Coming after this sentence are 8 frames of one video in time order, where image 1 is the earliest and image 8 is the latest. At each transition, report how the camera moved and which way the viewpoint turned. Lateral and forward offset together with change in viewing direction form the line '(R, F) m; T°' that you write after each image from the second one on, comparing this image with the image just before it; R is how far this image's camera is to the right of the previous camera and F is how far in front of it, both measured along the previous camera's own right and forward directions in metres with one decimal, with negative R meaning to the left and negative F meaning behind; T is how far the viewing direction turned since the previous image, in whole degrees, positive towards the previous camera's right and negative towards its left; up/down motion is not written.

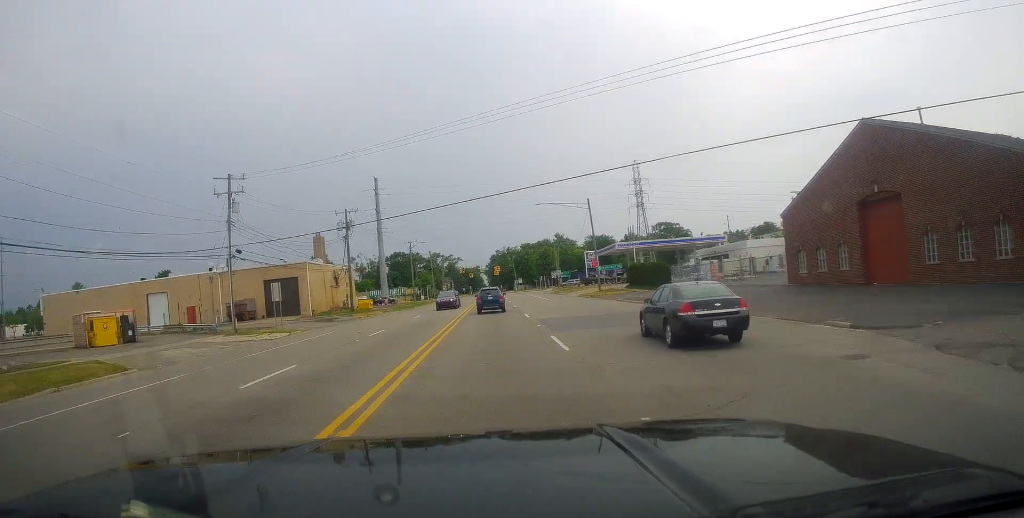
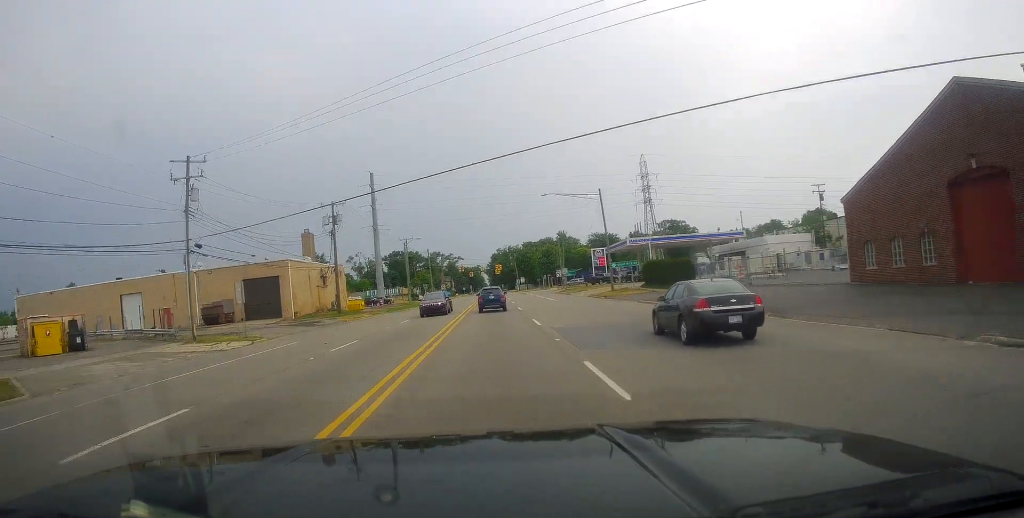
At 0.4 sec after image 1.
(-0.1, +6.3) m; 0°
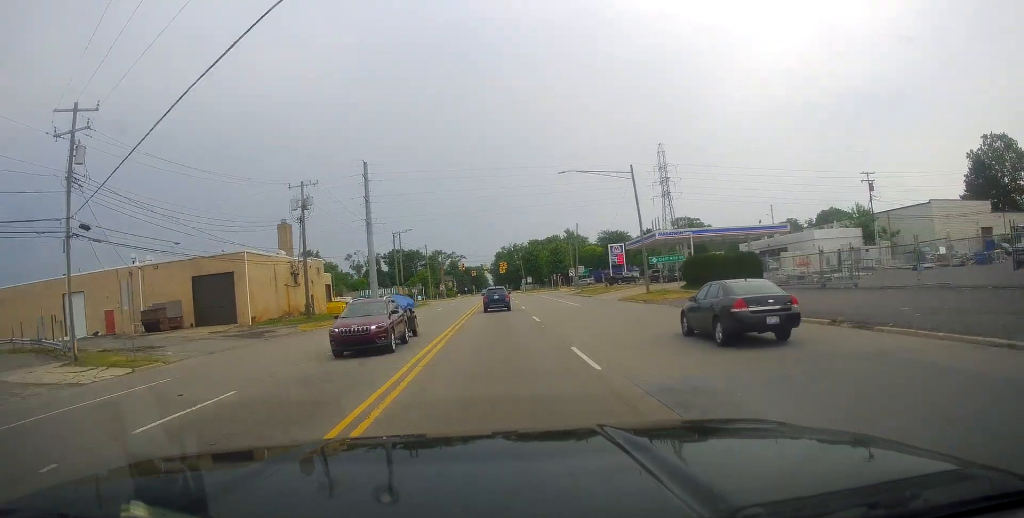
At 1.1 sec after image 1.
(+0.3, +12.0) m; -1°
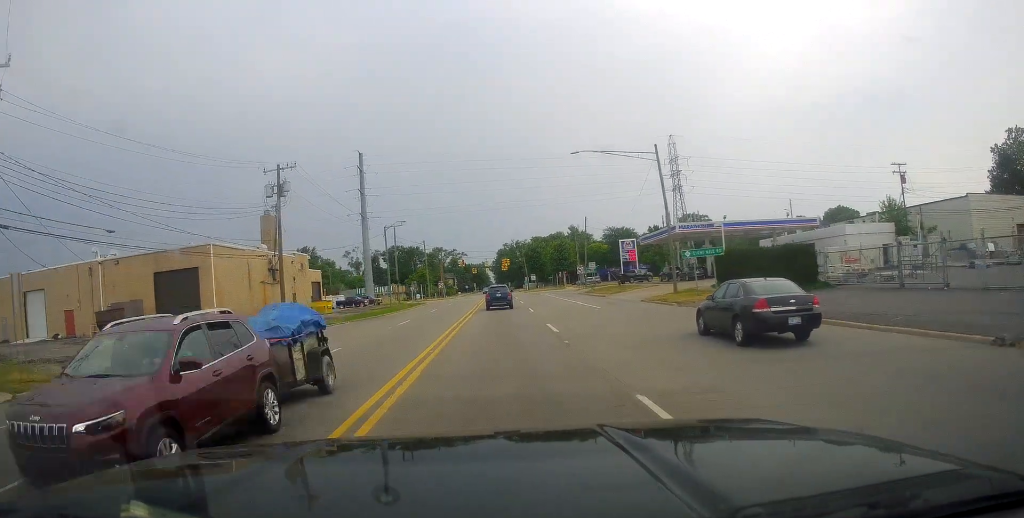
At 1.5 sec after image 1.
(0.0, +6.6) m; 0°
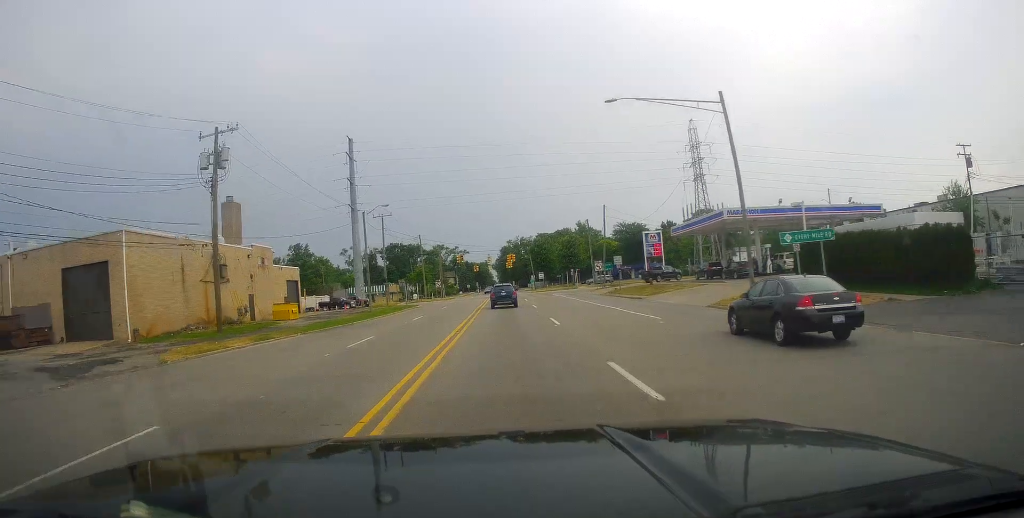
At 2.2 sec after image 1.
(-0.6, +11.8) m; 0°
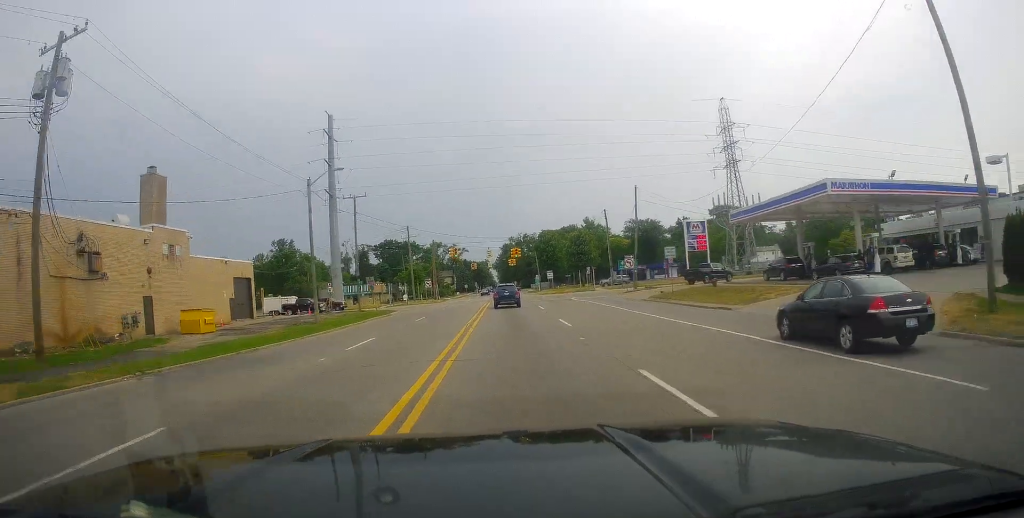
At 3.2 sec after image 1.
(+0.6, +16.0) m; +1°
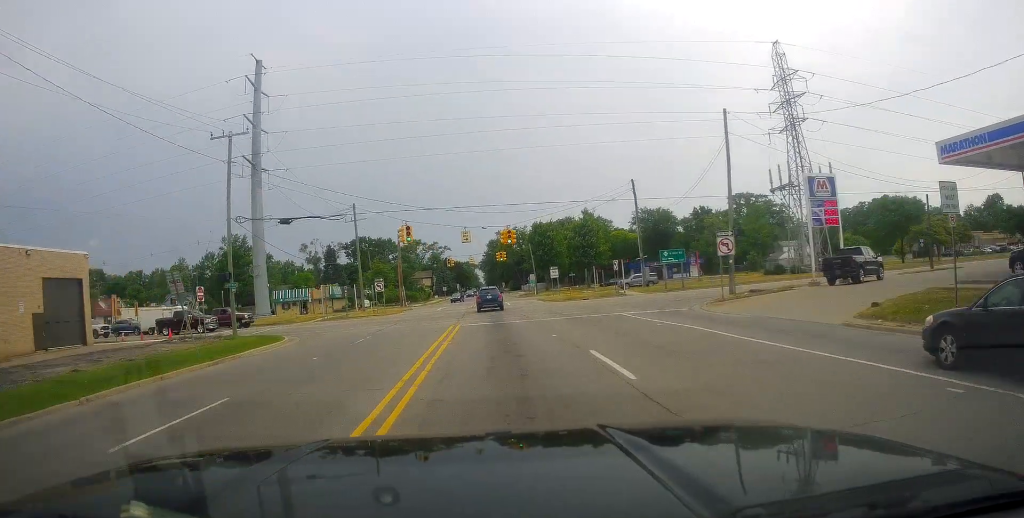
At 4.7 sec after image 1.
(-0.1, +27.0) m; +1°
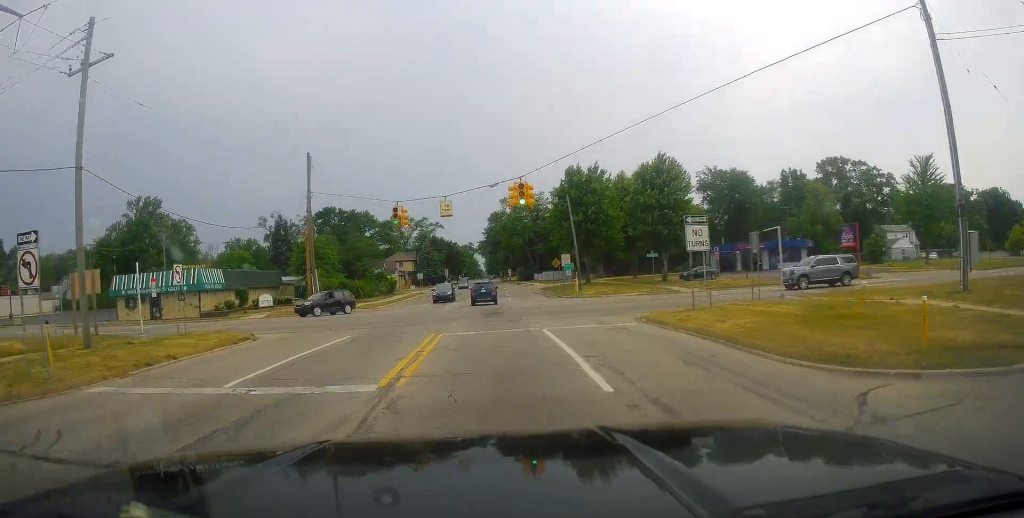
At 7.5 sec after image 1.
(-0.9, +47.5) m; -1°
